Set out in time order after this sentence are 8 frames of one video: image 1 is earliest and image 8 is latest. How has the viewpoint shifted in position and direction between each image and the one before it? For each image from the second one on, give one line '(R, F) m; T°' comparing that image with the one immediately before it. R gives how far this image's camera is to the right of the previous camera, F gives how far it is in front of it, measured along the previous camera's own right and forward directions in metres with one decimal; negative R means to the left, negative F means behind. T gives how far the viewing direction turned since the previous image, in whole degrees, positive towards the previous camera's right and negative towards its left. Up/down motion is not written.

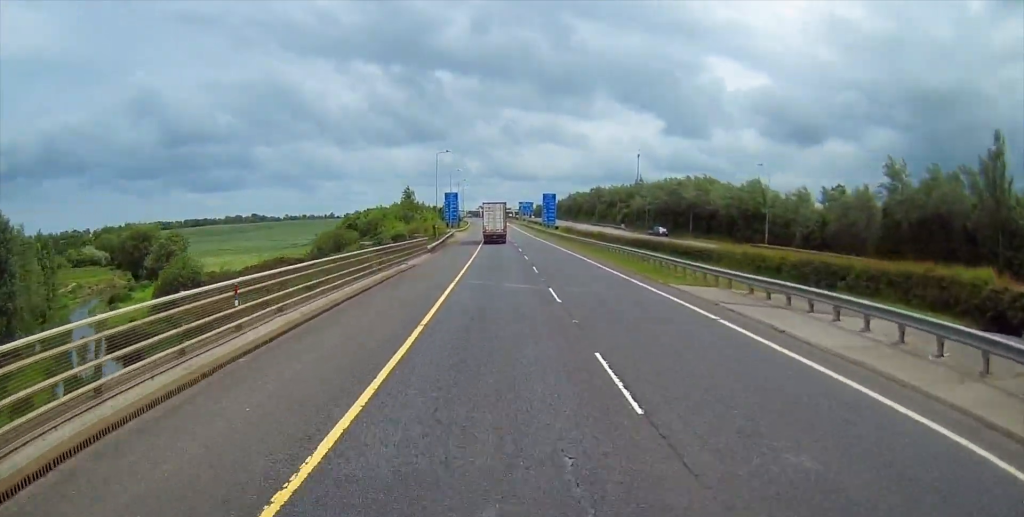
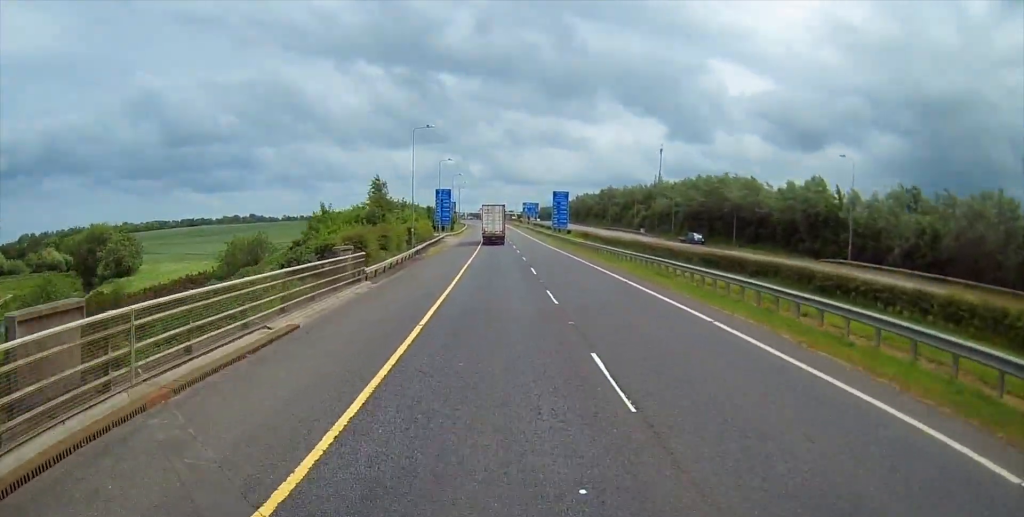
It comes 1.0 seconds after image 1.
(-0.3, +23.7) m; 0°
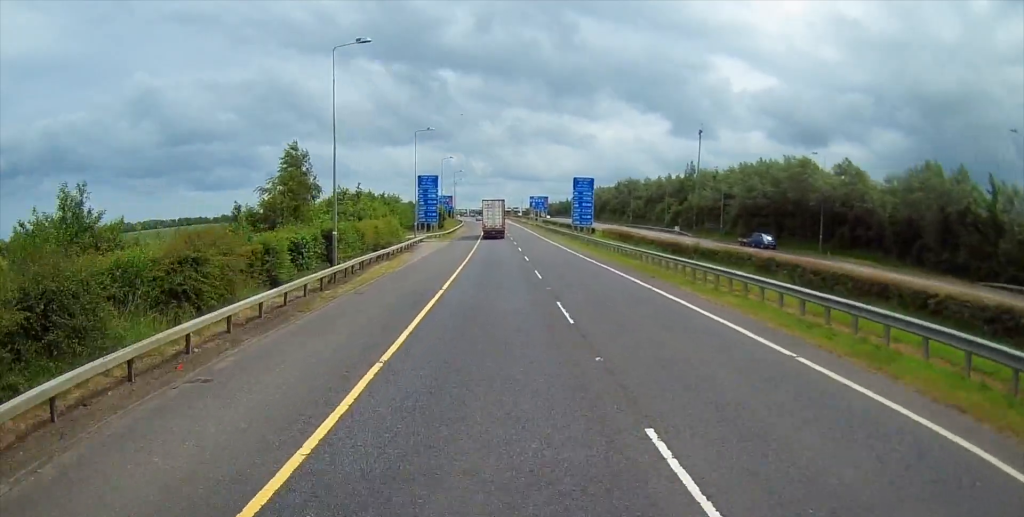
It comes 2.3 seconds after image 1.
(0.0, +29.2) m; -1°
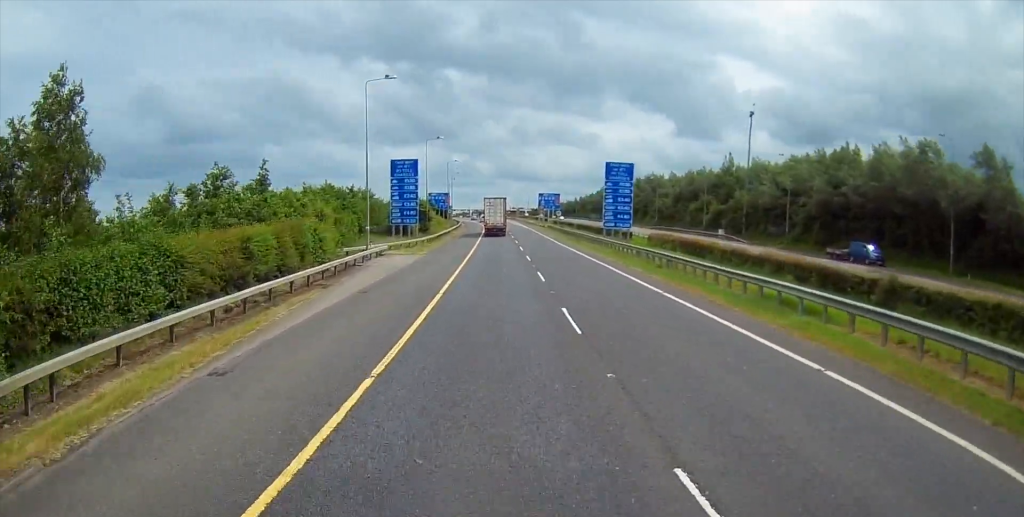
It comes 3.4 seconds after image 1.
(-0.3, +25.4) m; -1°
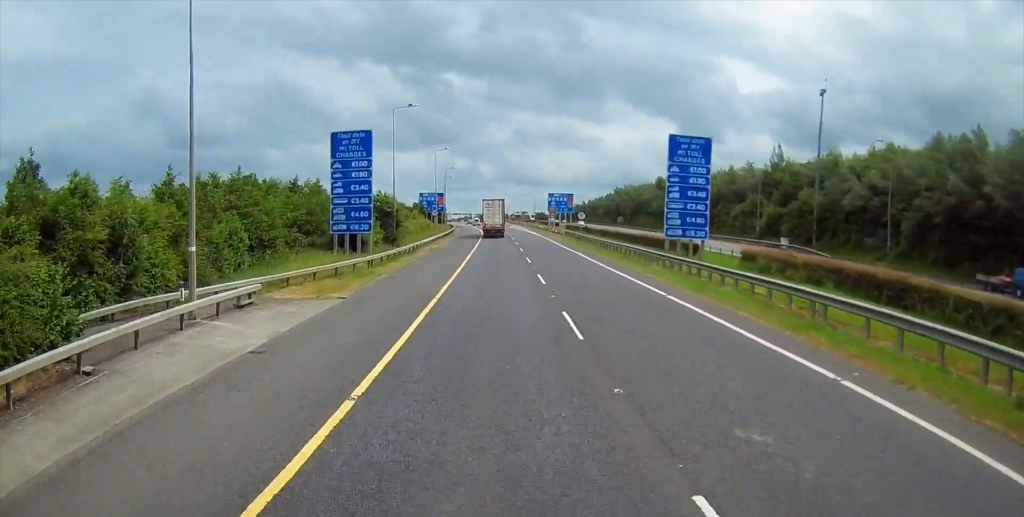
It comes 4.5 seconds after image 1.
(+0.1, +24.6) m; +1°
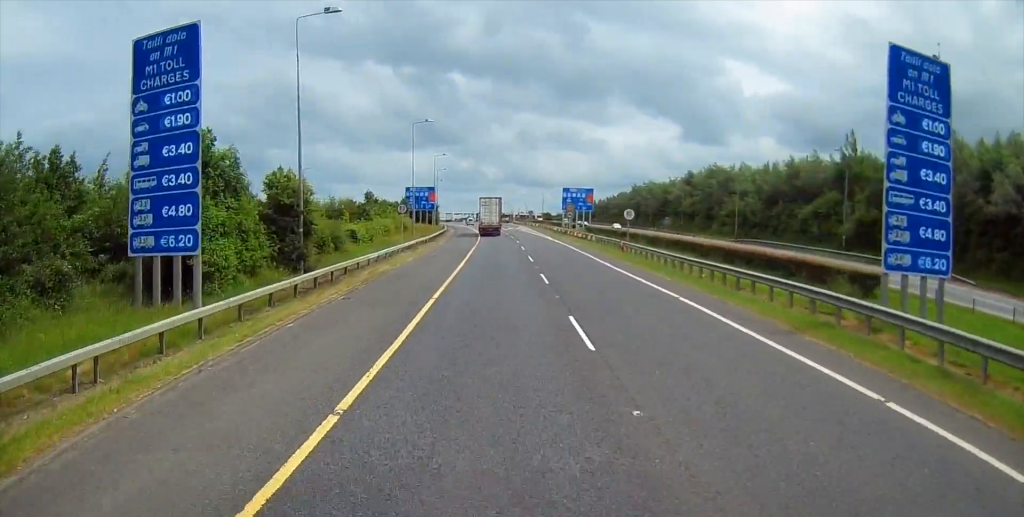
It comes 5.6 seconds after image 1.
(+0.4, +25.4) m; 0°
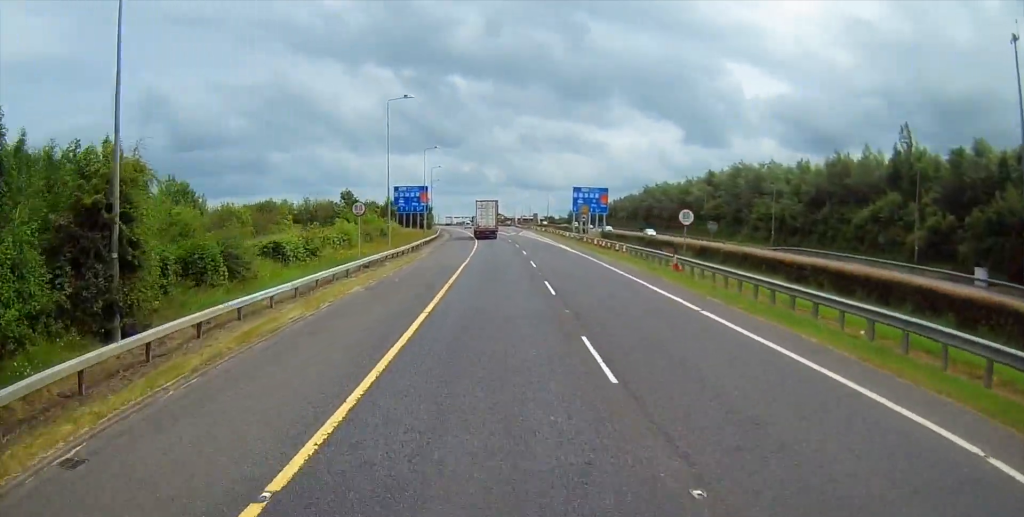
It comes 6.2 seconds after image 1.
(-0.2, +14.7) m; -1°
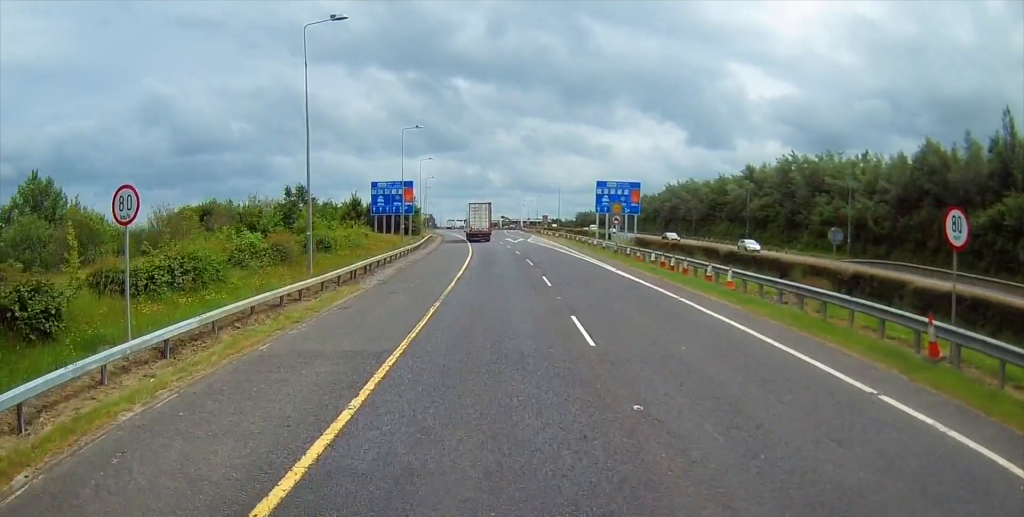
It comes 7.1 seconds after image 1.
(-0.4, +21.4) m; -1°
